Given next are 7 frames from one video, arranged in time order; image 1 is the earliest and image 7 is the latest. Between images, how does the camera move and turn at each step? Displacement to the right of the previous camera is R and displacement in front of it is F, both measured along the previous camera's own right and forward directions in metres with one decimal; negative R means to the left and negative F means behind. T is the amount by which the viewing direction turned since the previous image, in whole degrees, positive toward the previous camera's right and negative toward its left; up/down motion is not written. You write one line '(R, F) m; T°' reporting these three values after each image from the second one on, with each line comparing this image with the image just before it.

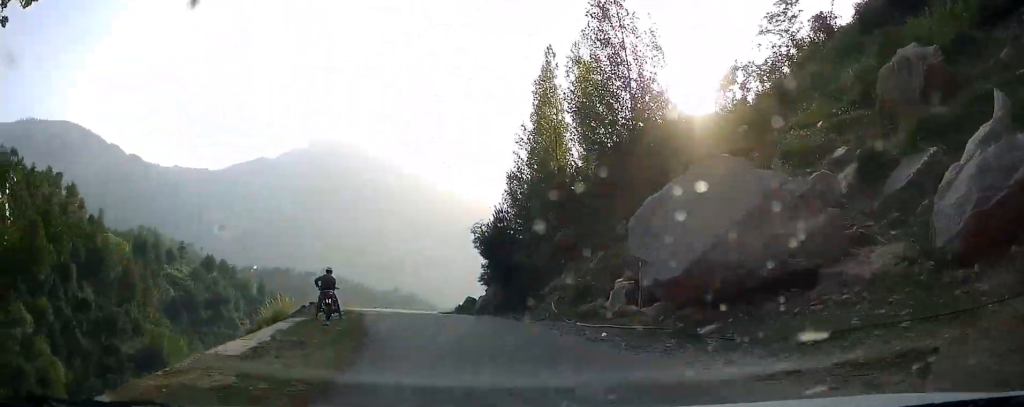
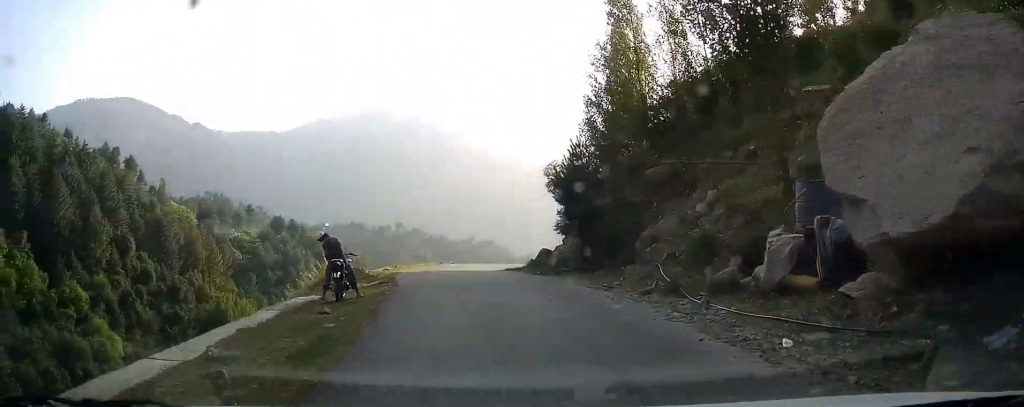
(0.0, +5.5) m; -6°
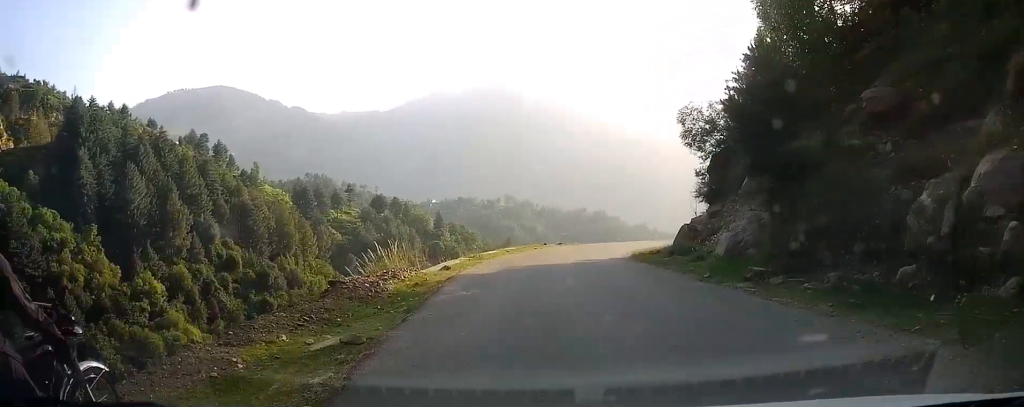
(-1.0, +9.9) m; -8°
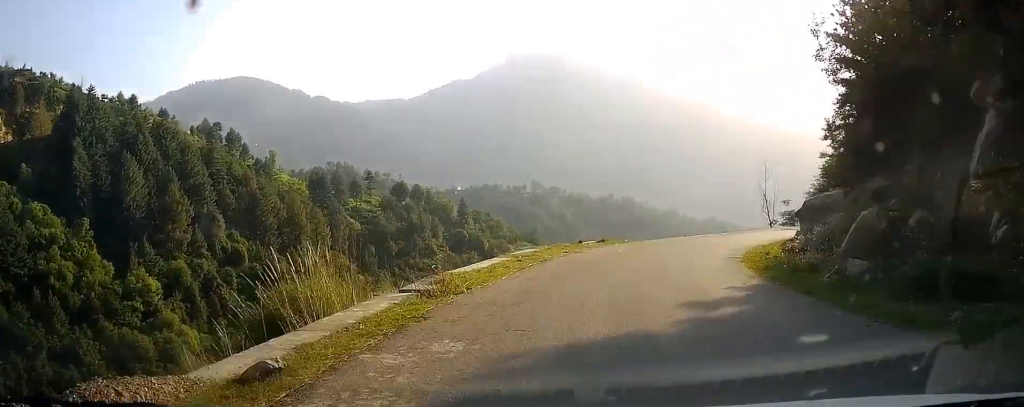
(-0.8, +12.5) m; -4°
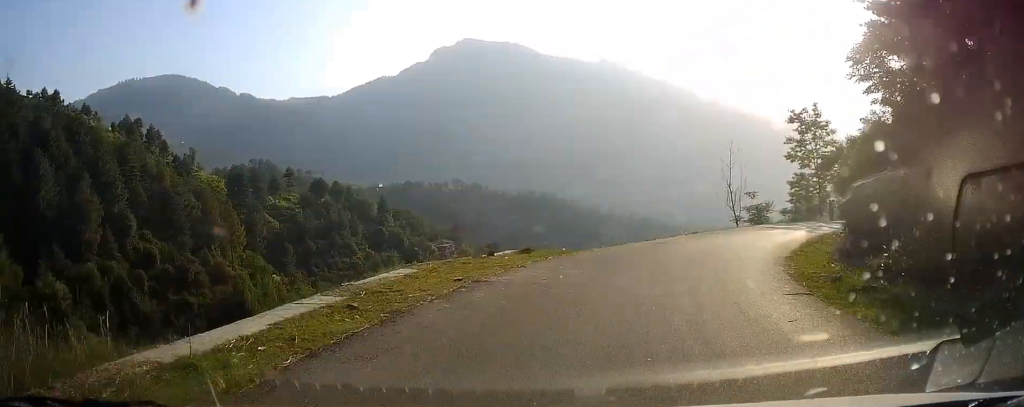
(-0.1, +8.9) m; +4°
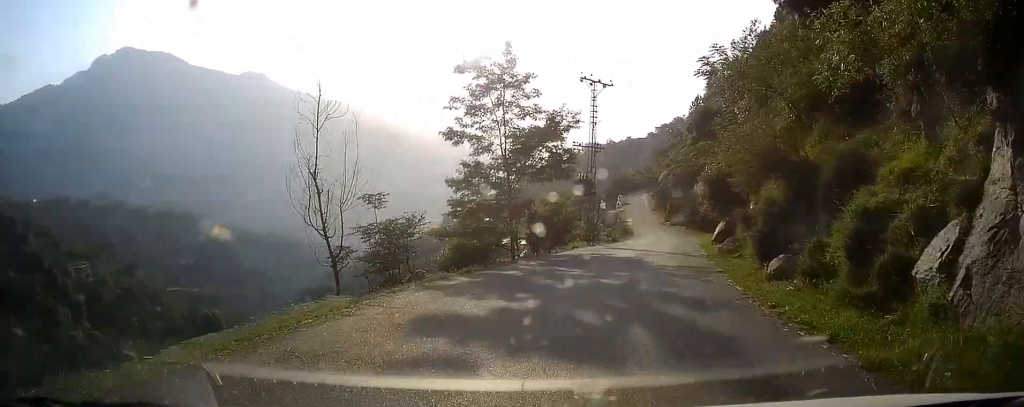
(+5.6, +22.1) m; +31°
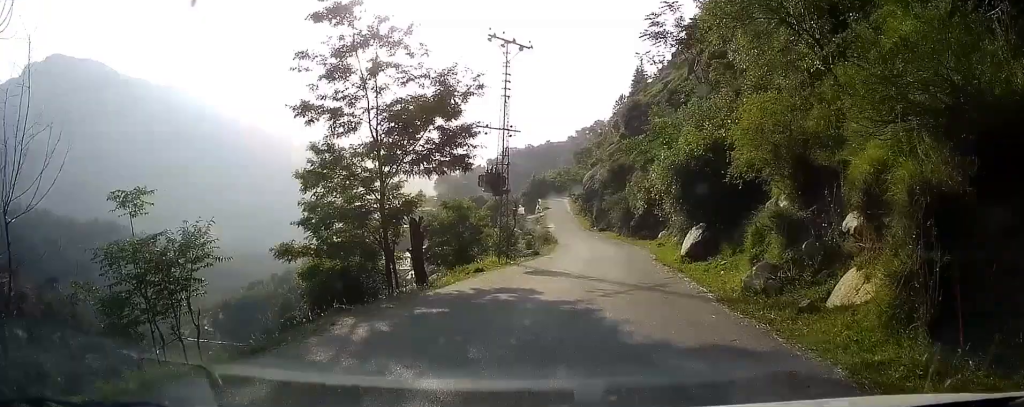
(+0.5, +8.2) m; +10°
